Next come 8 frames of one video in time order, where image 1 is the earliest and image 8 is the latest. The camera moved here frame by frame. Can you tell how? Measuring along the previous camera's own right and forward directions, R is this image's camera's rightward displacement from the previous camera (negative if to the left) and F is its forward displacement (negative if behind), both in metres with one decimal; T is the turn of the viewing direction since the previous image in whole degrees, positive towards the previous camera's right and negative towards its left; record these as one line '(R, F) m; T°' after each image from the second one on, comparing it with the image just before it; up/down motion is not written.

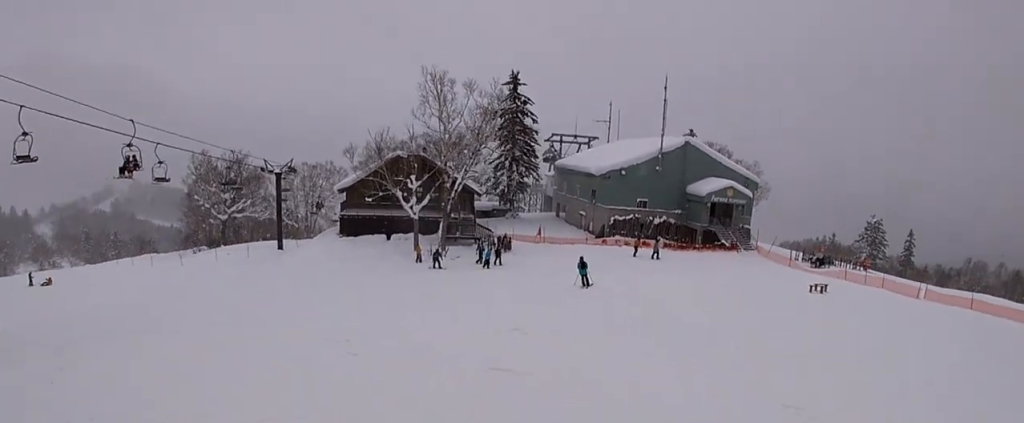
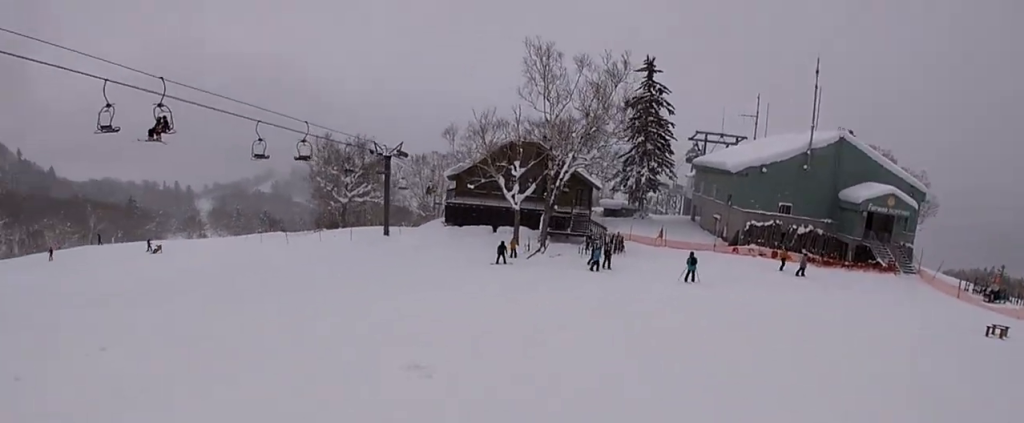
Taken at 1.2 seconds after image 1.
(-0.3, +7.4) m; -9°
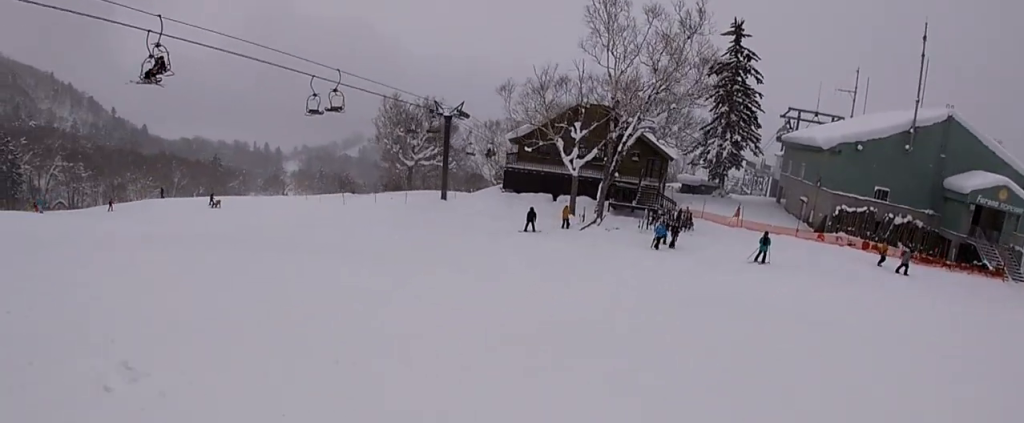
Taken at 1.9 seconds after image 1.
(-0.4, +4.8) m; -11°
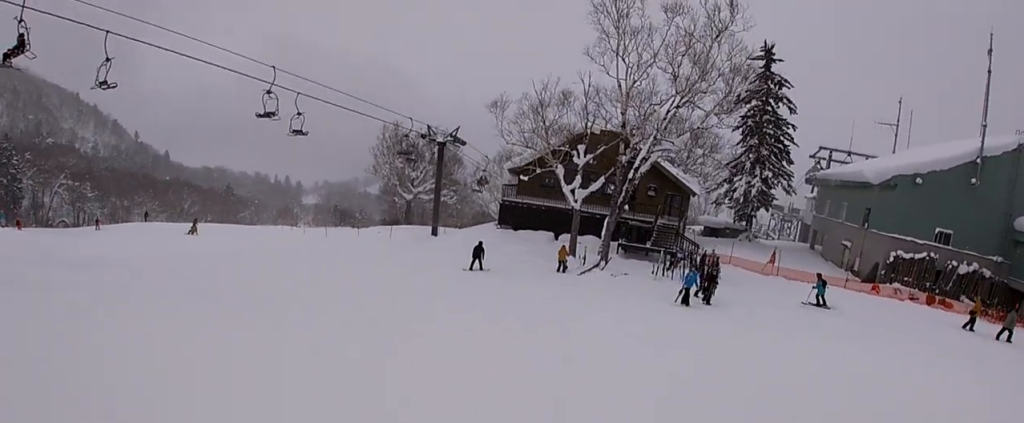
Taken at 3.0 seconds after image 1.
(-1.3, +7.8) m; -13°
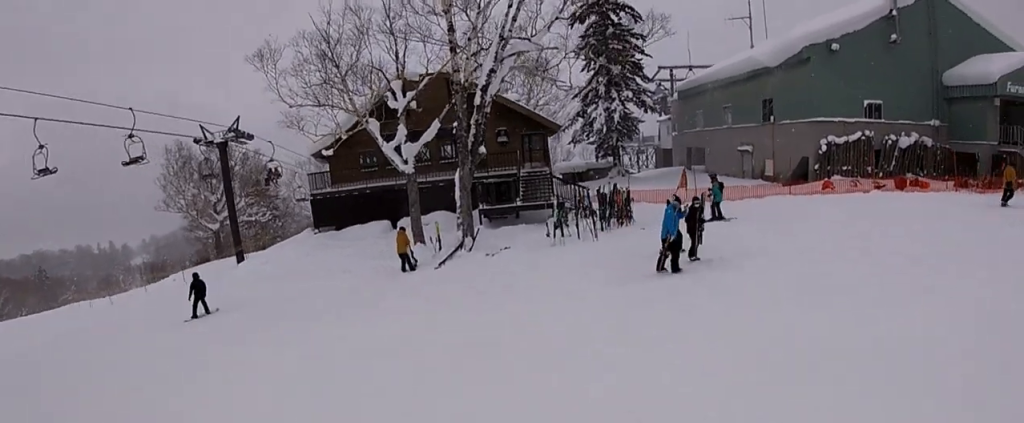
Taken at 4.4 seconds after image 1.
(+0.2, +9.8) m; +11°
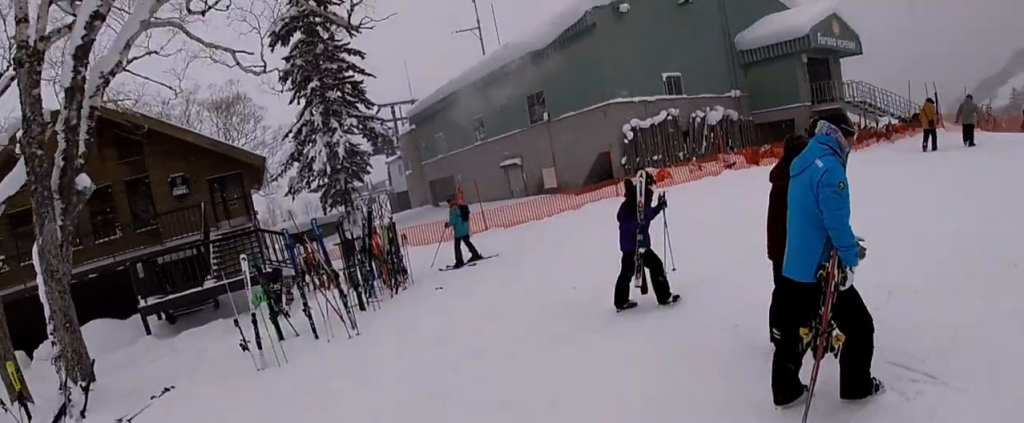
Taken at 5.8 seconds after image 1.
(+1.6, +7.8) m; +15°
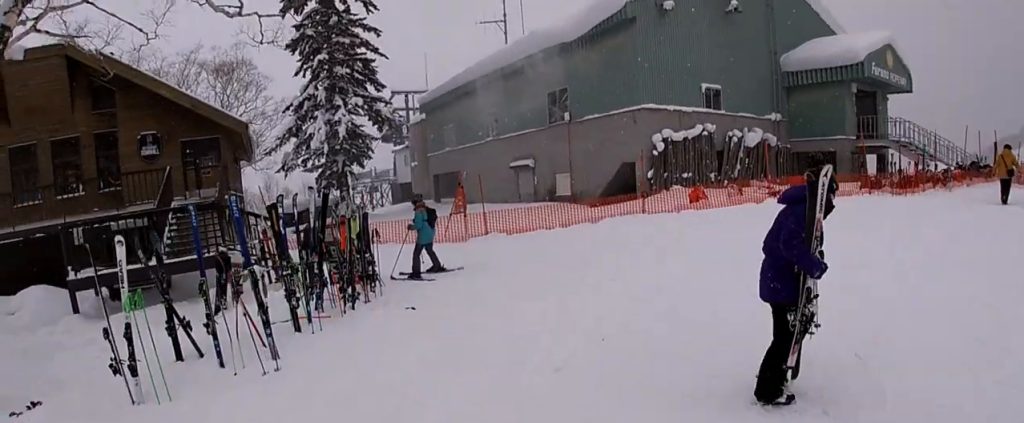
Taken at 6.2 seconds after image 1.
(+0.2, +2.2) m; +1°
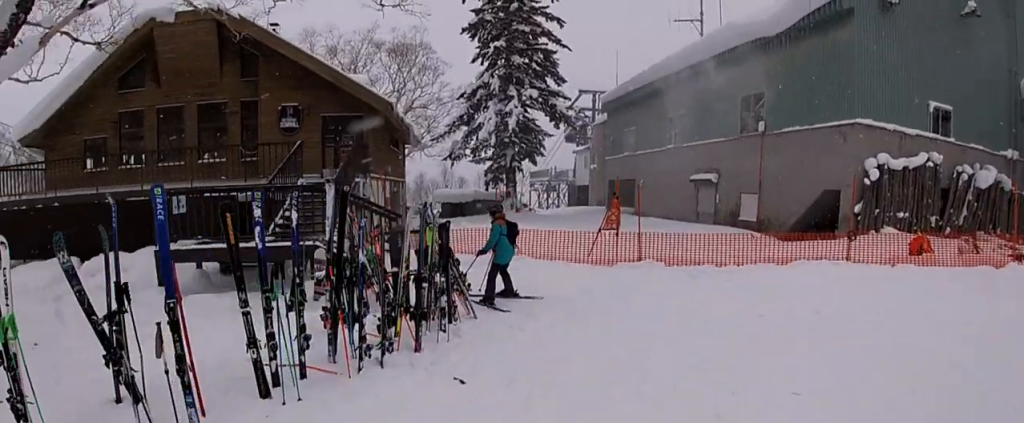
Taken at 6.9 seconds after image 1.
(-0.3, +2.3) m; -11°
